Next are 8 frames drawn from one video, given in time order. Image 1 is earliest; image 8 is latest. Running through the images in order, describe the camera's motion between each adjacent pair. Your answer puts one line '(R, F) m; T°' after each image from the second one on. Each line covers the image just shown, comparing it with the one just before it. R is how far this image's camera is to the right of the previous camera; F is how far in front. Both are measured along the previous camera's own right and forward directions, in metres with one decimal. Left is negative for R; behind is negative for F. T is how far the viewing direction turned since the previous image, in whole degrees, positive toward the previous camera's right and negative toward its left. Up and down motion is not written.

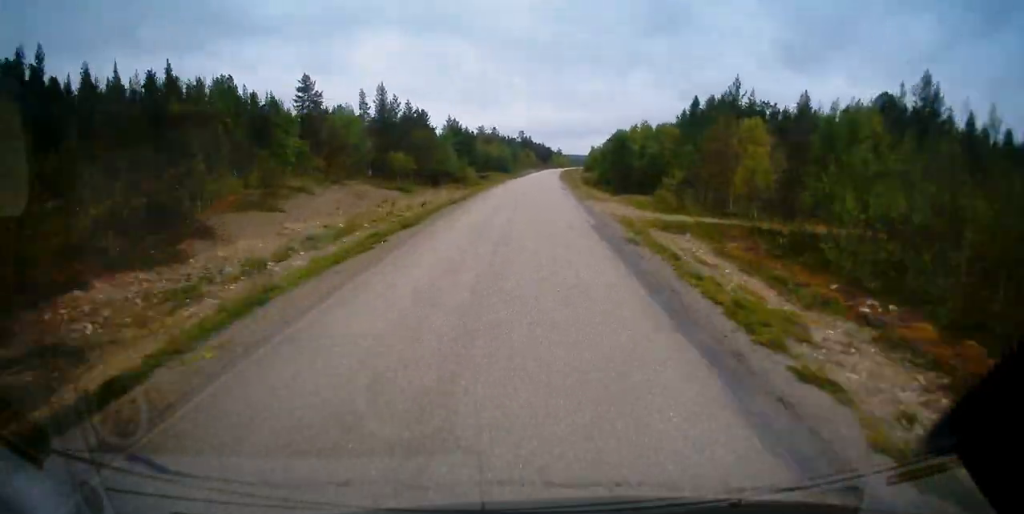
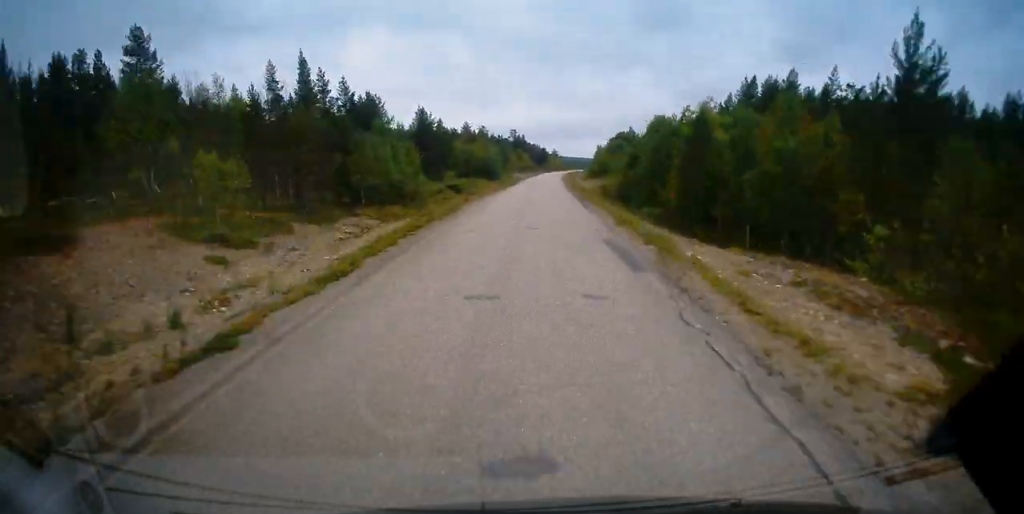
(+0.1, +30.2) m; +1°
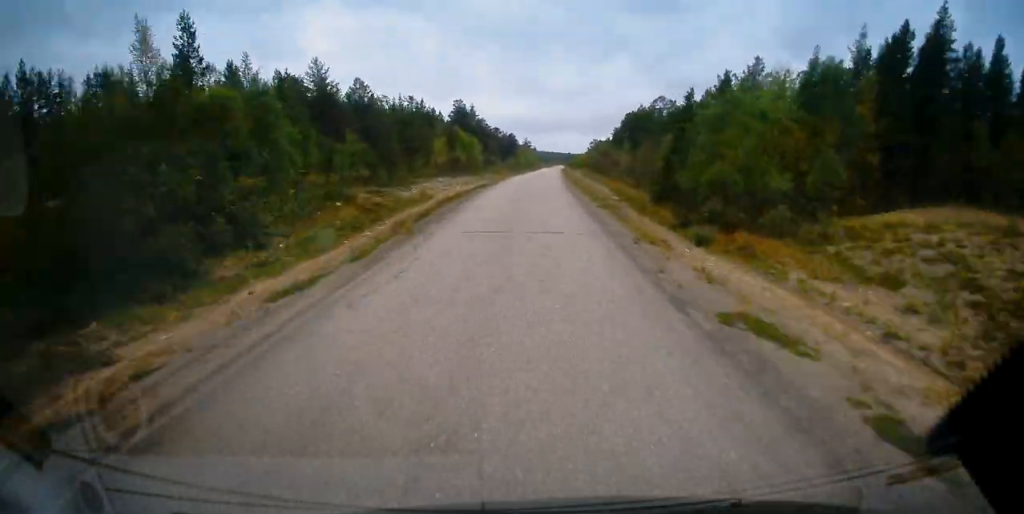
(+2.6, +97.7) m; +3°
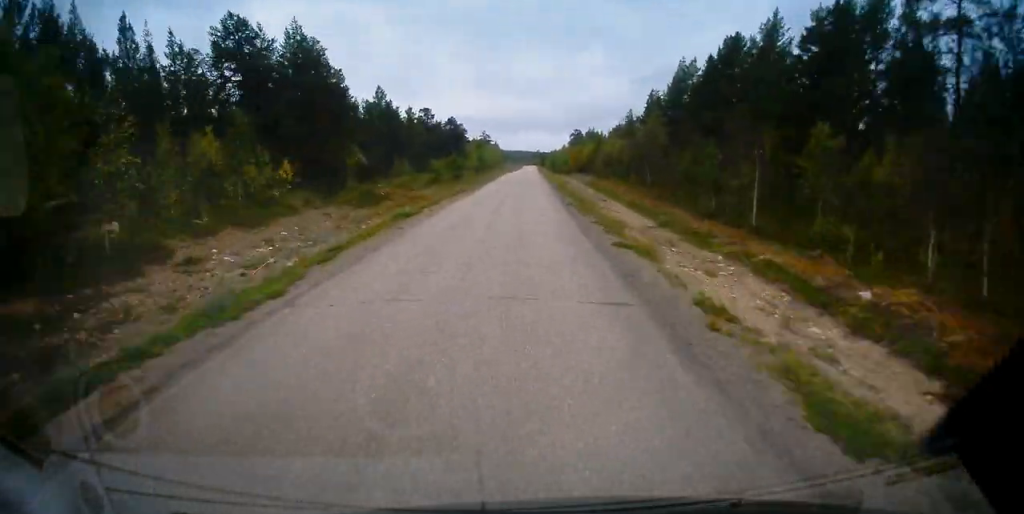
(+1.6, +81.5) m; +2°
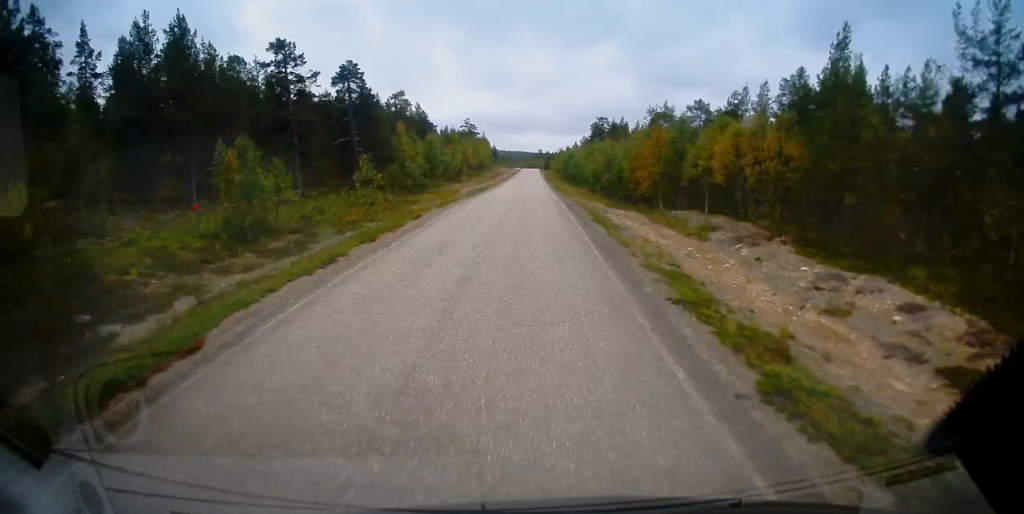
(+0.6, +74.8) m; 0°
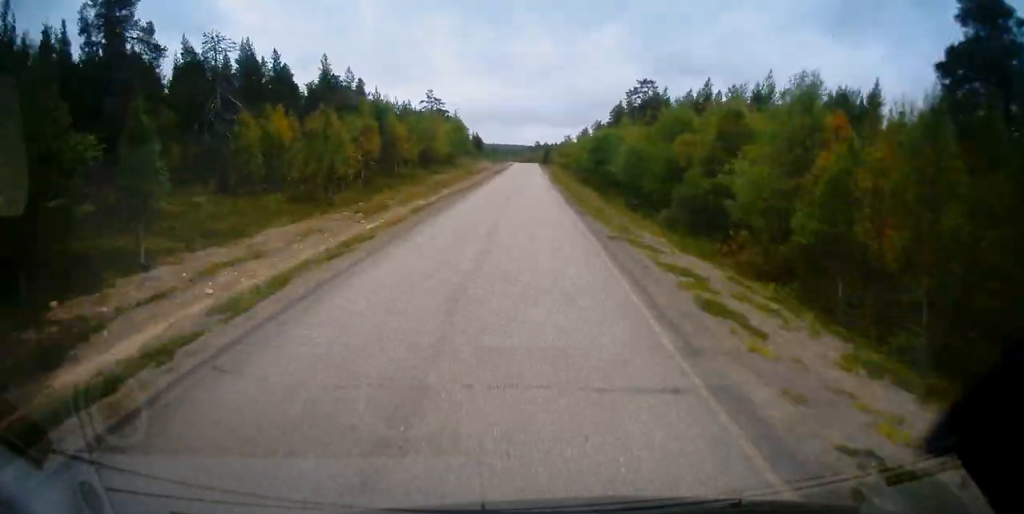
(0.0, +61.0) m; 0°
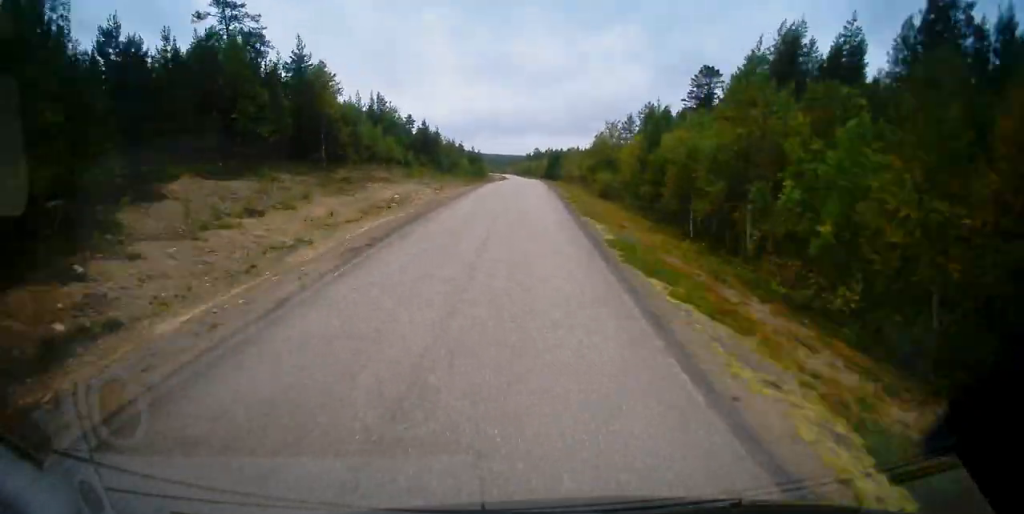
(+0.4, +86.8) m; 0°
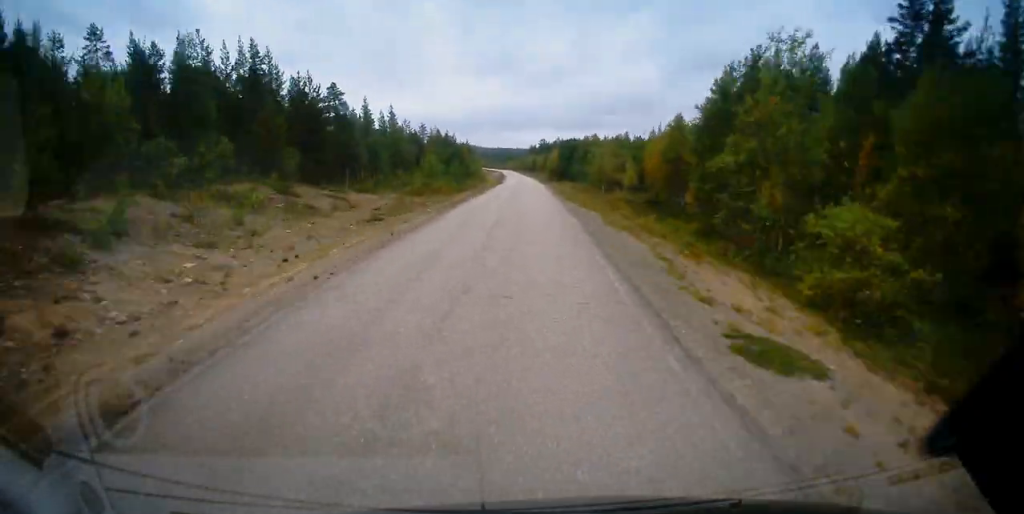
(-0.1, +51.7) m; 0°
